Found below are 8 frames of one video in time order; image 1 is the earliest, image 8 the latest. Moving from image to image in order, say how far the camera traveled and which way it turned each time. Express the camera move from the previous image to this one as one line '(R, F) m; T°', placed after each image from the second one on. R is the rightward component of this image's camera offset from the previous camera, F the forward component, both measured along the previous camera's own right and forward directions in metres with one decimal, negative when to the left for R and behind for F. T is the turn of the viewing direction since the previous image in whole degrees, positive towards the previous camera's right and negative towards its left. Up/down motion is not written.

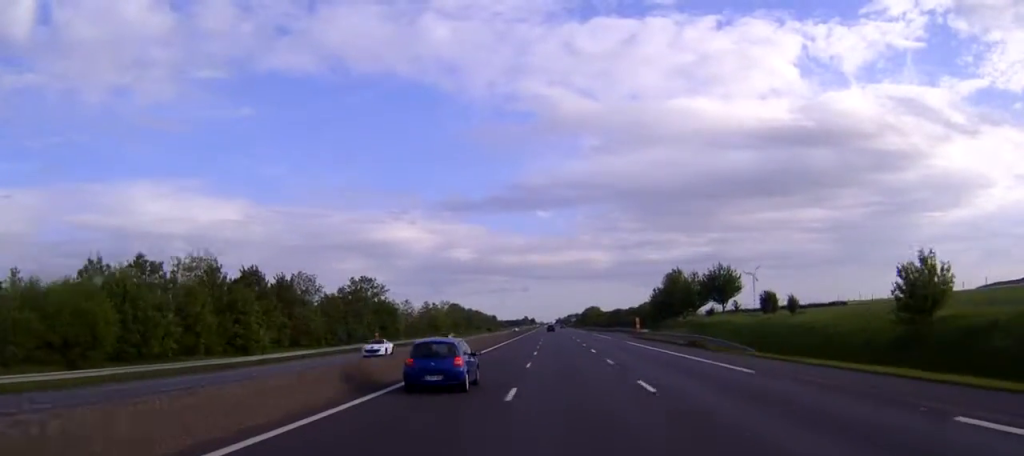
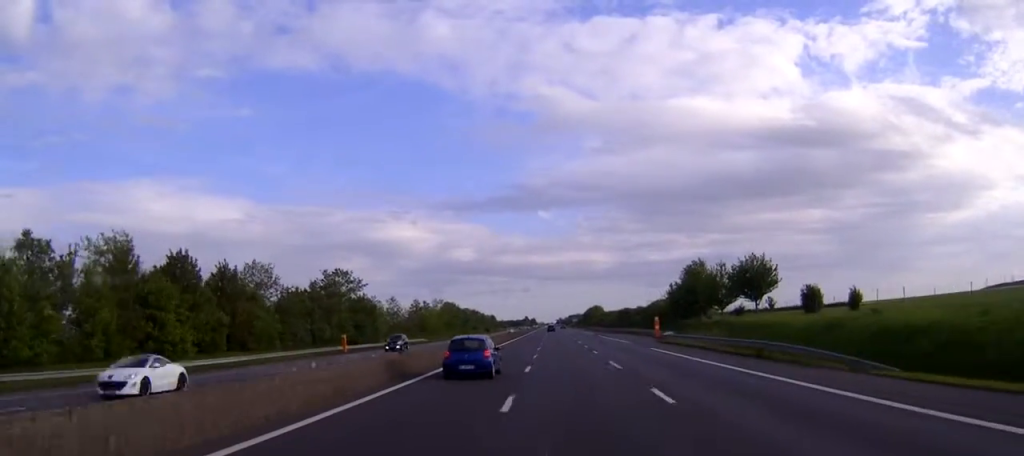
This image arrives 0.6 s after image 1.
(0.0, +15.3) m; 0°
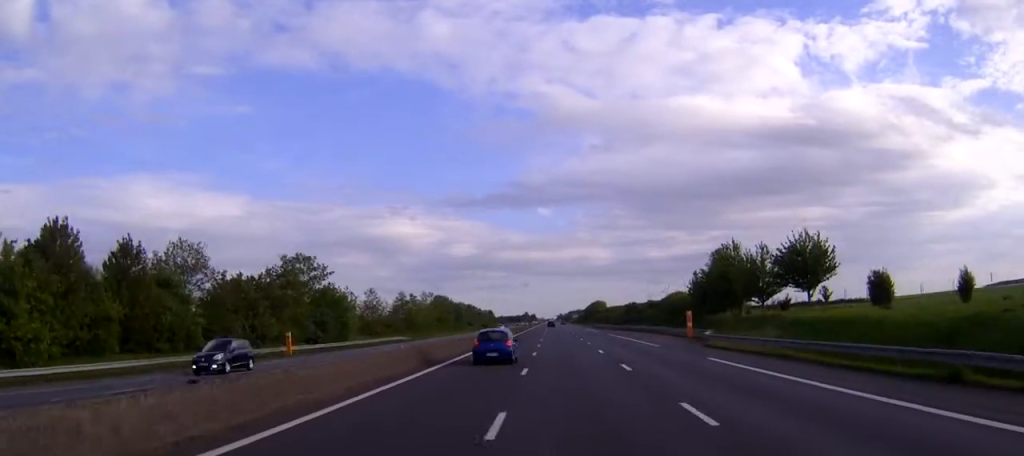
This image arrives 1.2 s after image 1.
(0.0, +17.1) m; 0°
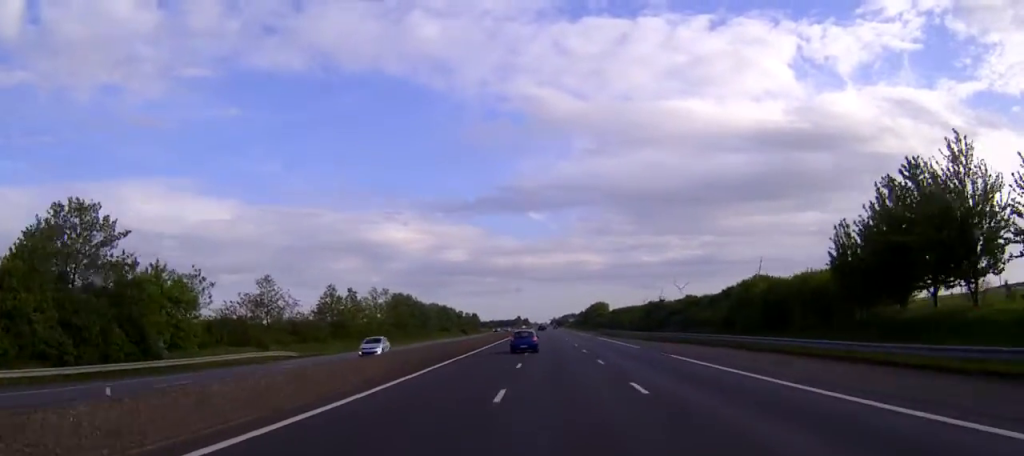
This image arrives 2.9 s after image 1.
(+0.3, +45.7) m; 0°
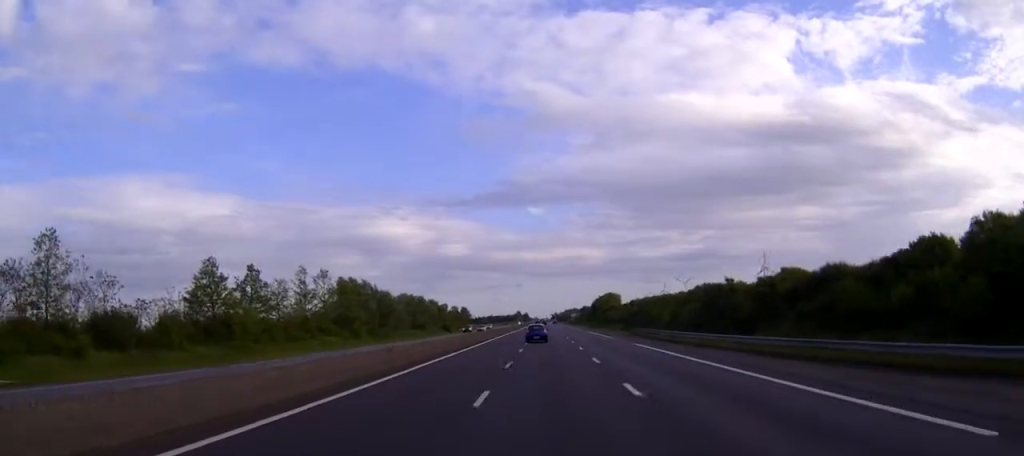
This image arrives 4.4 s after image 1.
(0.0, +40.7) m; 0°
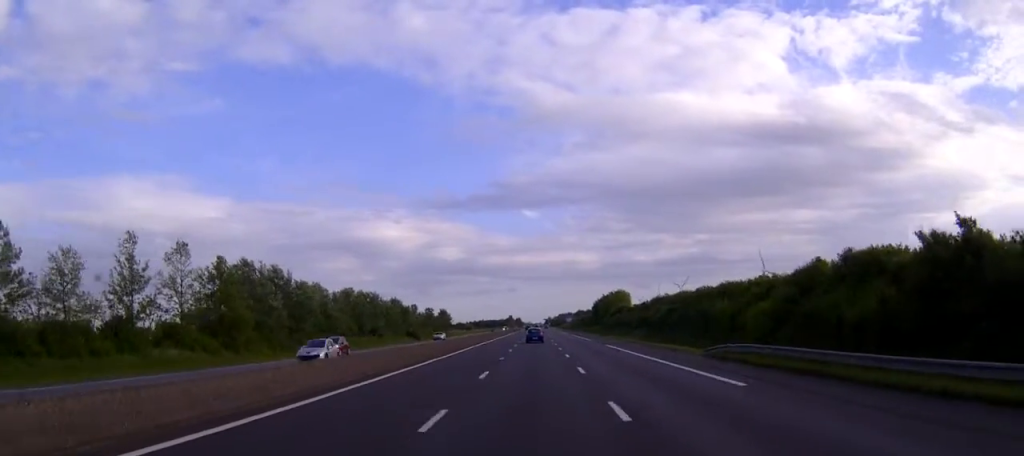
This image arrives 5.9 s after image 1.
(+0.1, +41.9) m; 0°
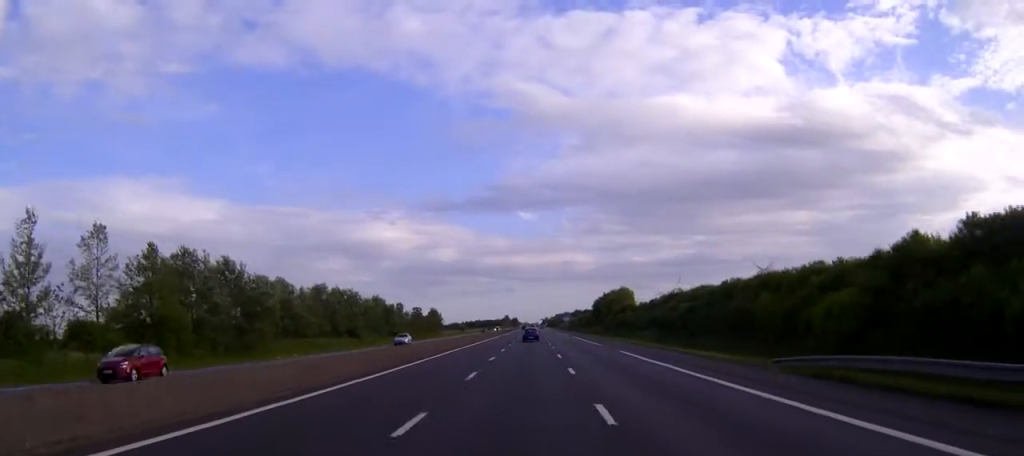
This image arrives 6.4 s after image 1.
(0.0, +13.7) m; 0°
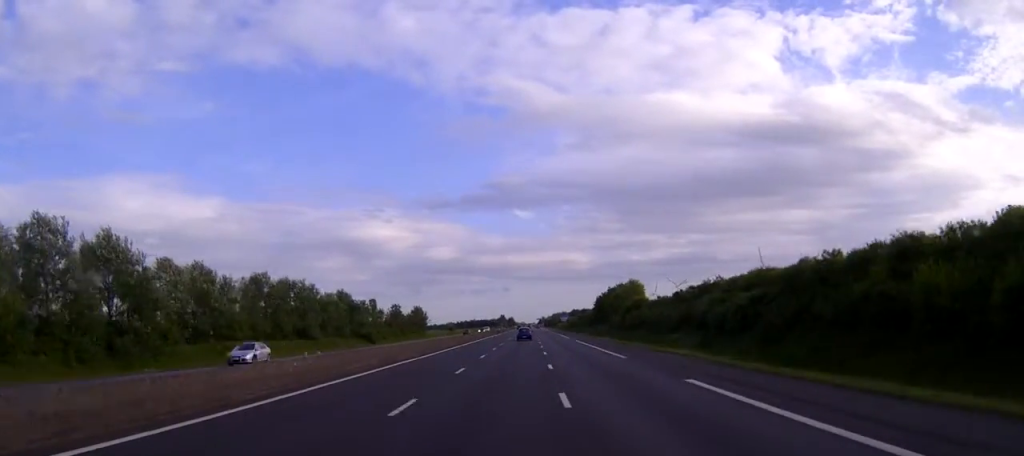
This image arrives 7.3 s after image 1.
(+0.1, +23.0) m; 0°
